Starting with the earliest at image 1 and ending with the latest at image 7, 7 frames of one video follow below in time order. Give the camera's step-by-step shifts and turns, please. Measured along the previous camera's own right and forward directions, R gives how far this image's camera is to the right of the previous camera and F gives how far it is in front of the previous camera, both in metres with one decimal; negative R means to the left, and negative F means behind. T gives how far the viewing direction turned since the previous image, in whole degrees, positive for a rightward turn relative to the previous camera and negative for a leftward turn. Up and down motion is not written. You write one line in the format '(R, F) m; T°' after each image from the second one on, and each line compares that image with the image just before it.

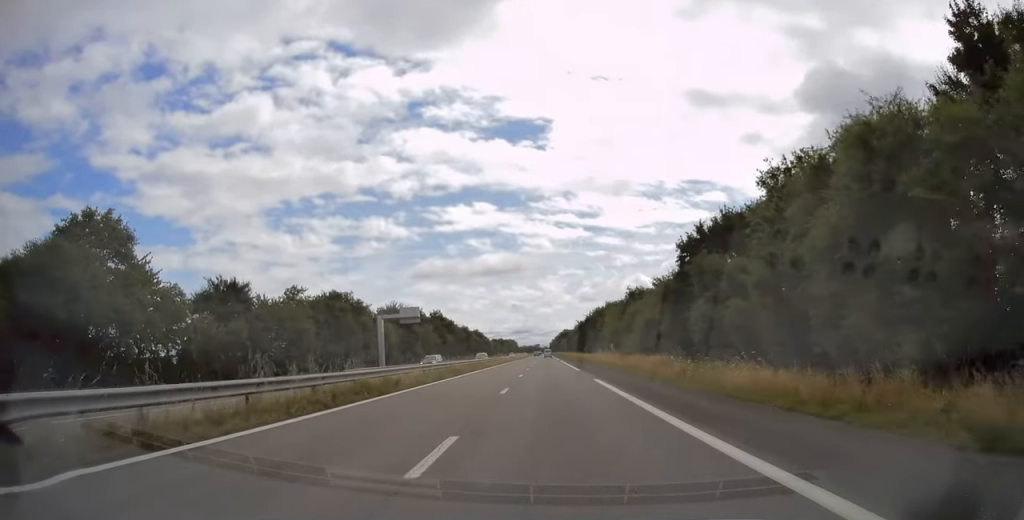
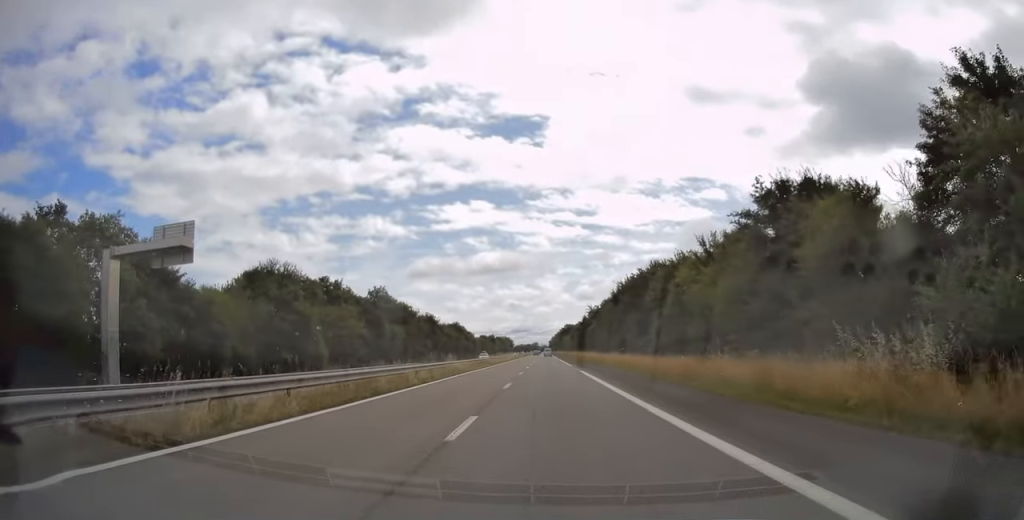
(0.0, +49.6) m; 0°
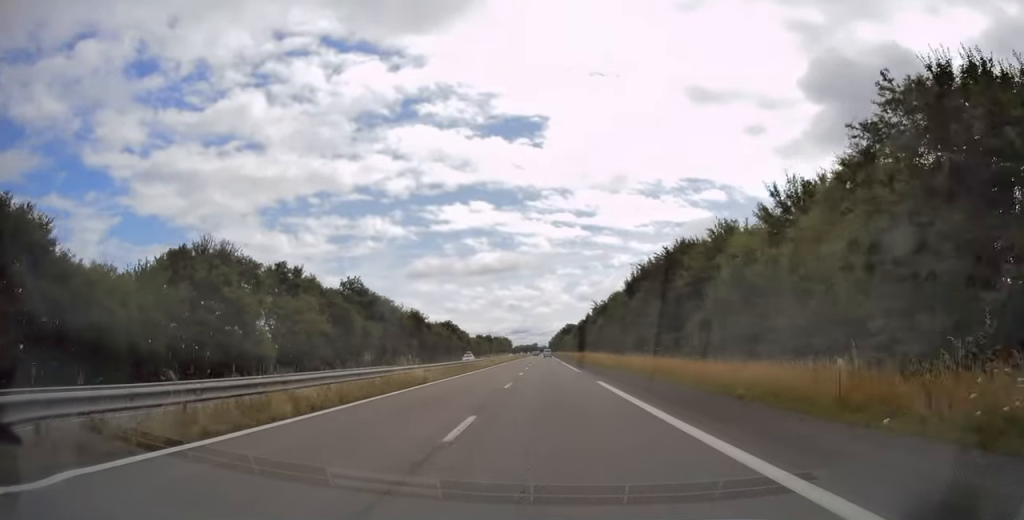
(0.0, +12.9) m; 0°
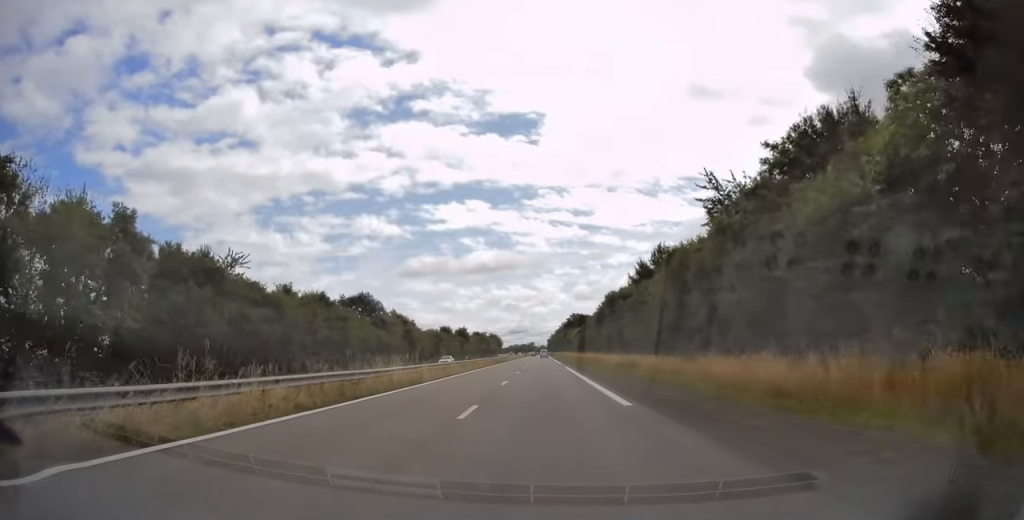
(0.0, +75.9) m; 0°
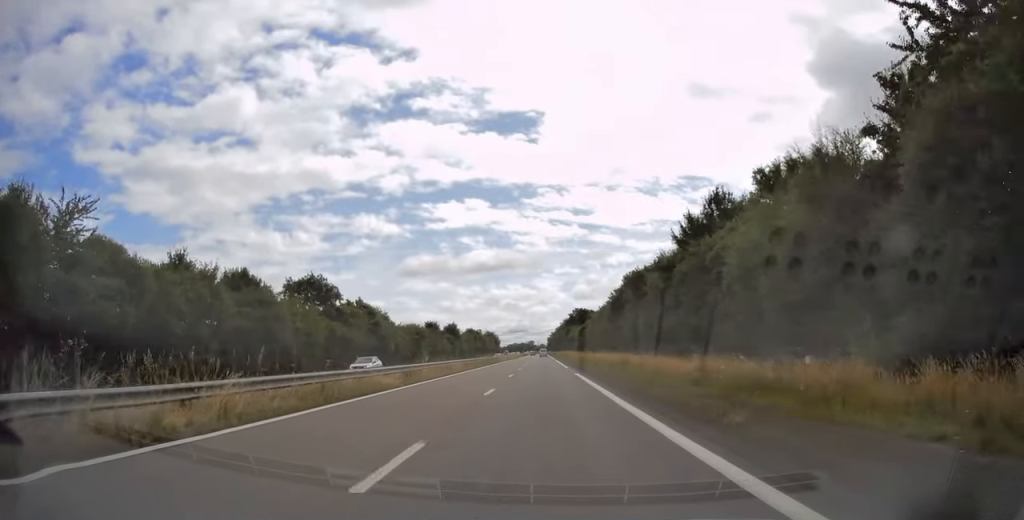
(-0.1, +19.6) m; 0°
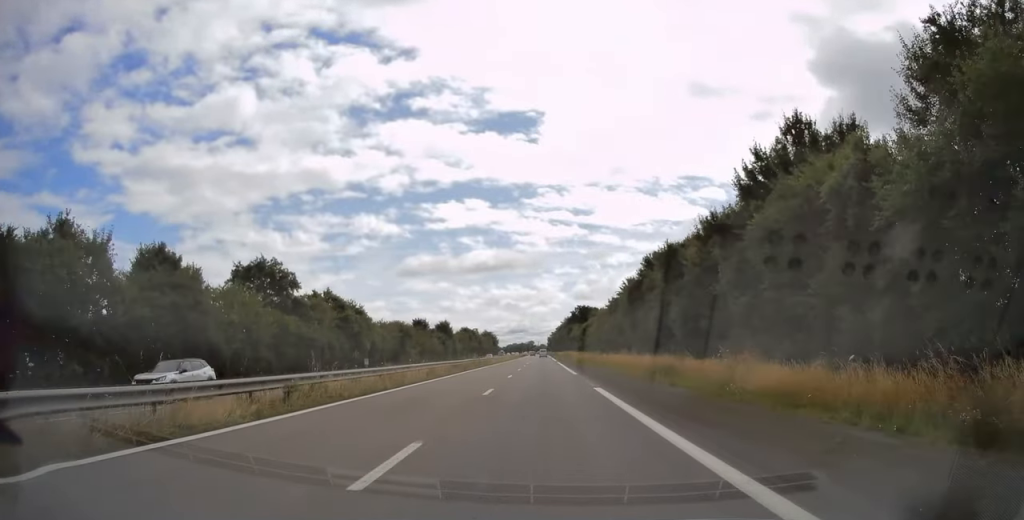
(+0.2, +12.9) m; 0°
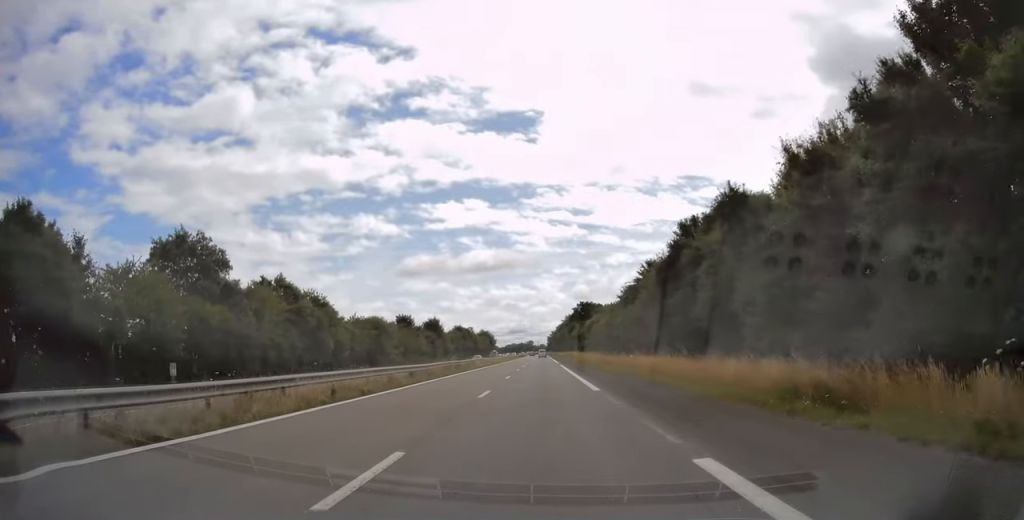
(+0.2, +13.9) m; 0°
